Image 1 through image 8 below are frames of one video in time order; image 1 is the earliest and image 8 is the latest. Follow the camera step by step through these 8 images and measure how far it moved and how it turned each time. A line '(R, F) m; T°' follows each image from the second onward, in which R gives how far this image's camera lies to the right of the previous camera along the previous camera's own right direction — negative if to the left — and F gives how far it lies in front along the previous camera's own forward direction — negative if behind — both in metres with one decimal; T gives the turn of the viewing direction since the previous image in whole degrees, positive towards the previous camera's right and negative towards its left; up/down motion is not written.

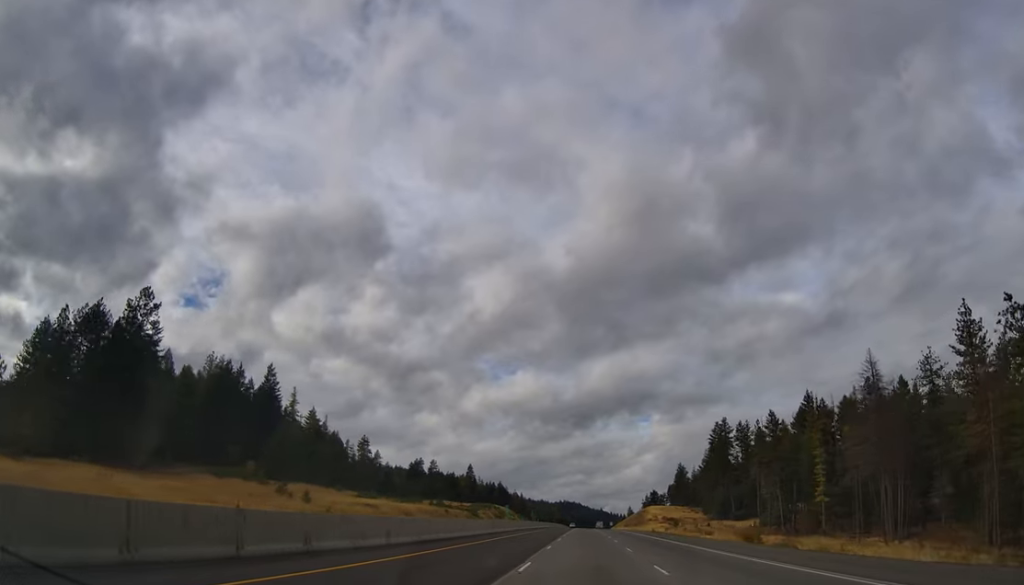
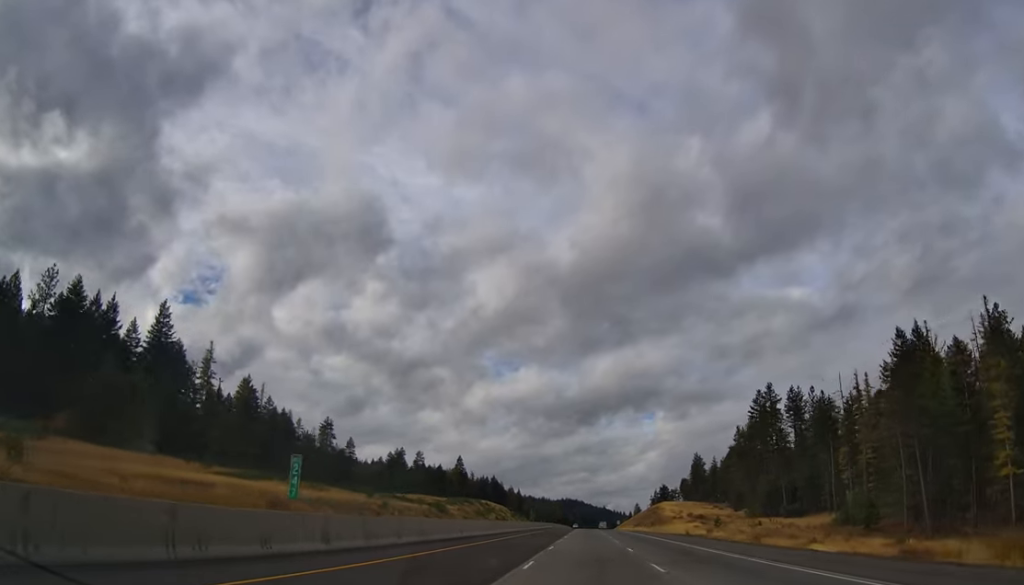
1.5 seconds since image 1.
(+0.3, +48.4) m; 0°
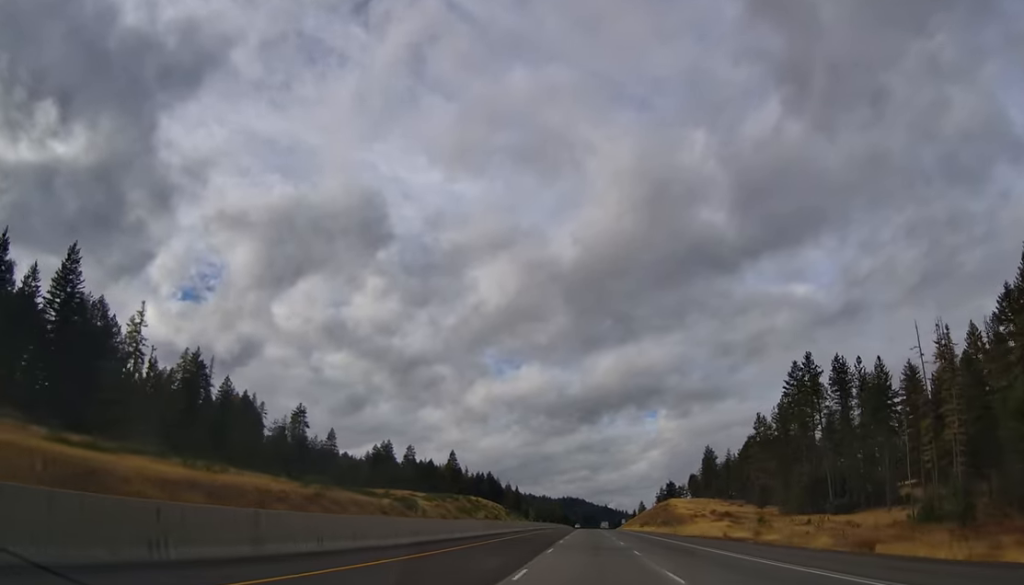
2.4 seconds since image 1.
(-0.1, +27.4) m; -1°
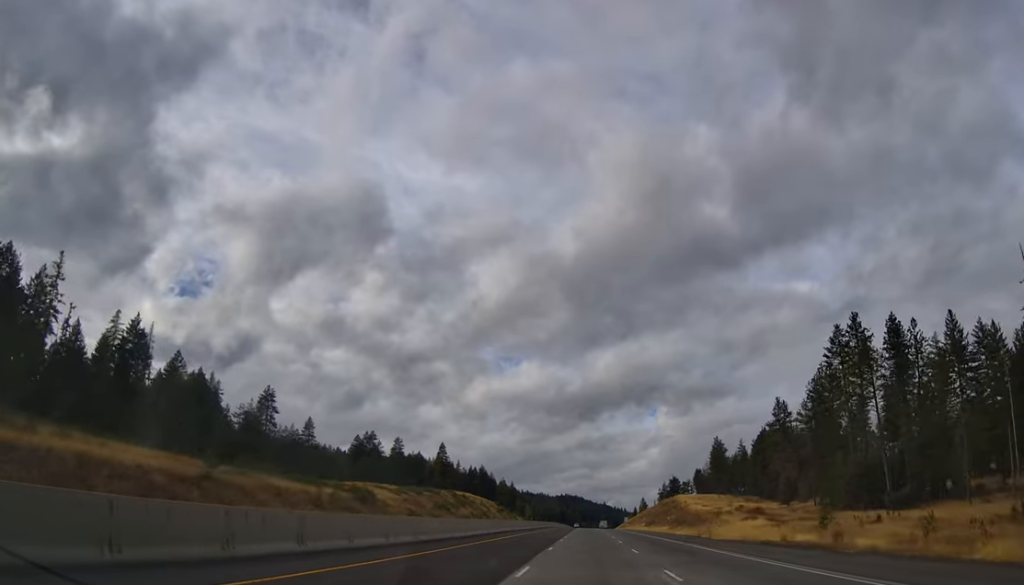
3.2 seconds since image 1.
(-0.7, +24.3) m; 0°
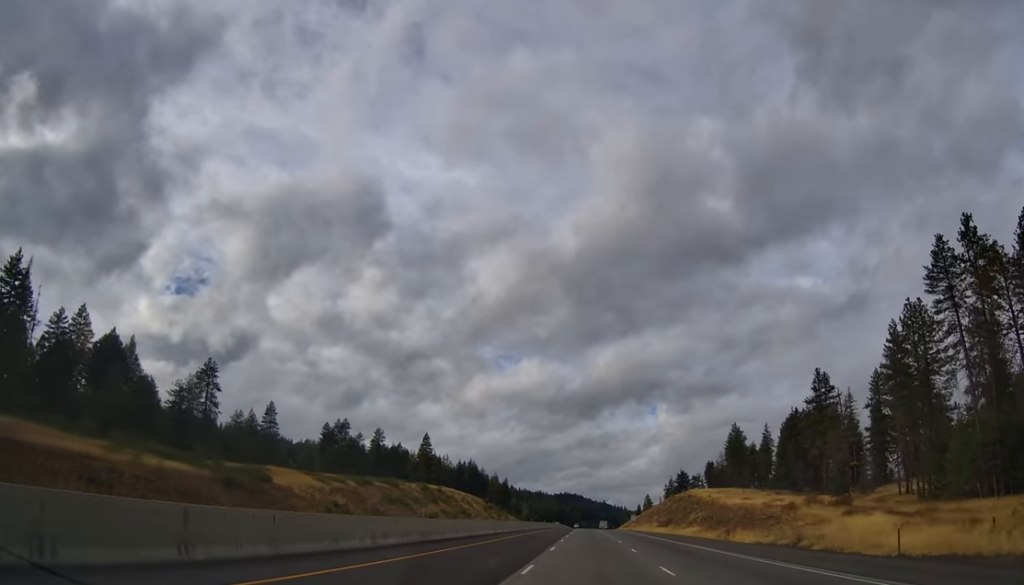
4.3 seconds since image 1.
(+1.0, +36.1) m; 0°
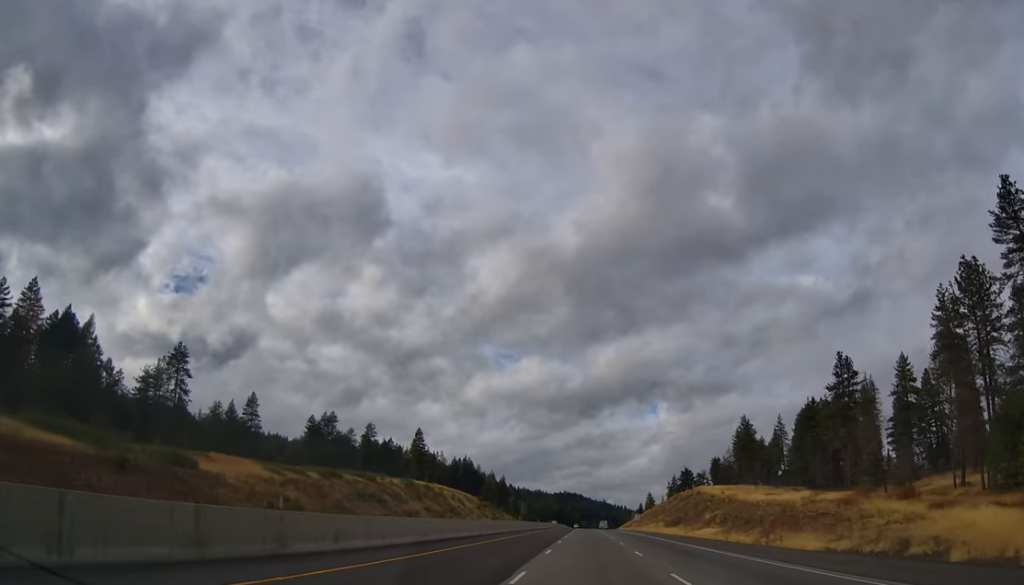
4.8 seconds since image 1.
(-0.3, +14.9) m; -1°
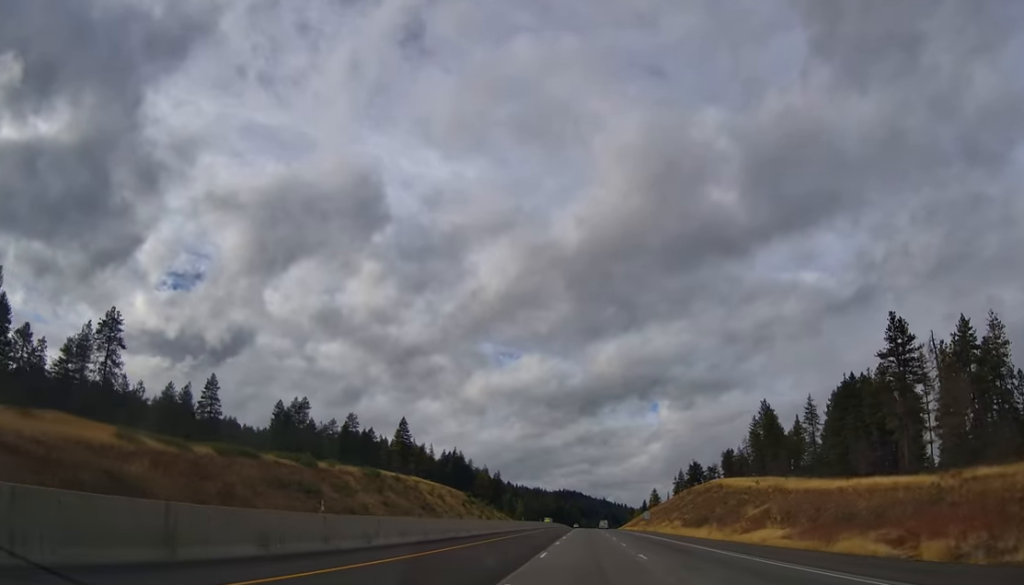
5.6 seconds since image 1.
(-0.2, +27.7) m; 0°
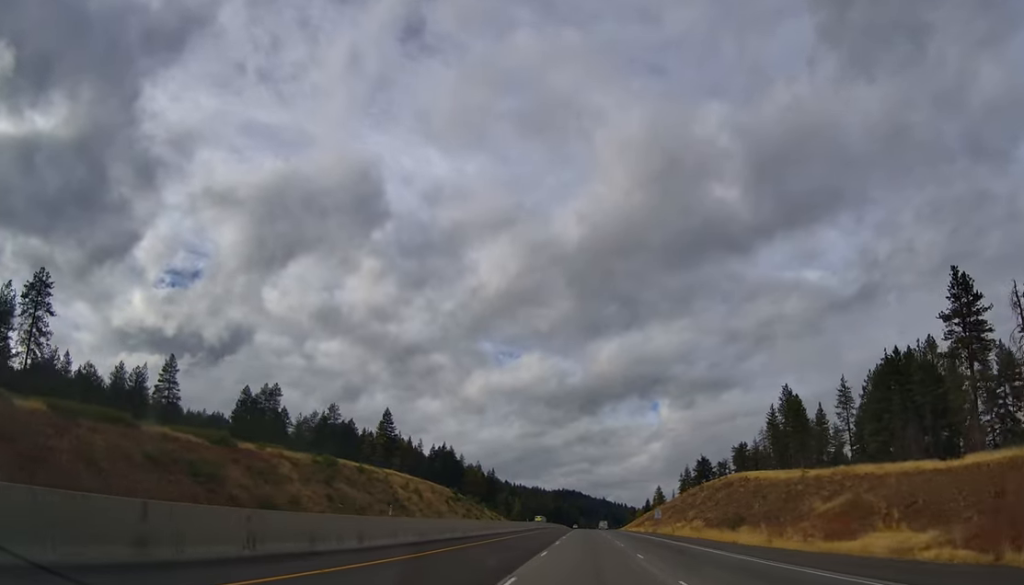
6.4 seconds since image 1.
(+0.1, +23.5) m; +1°
